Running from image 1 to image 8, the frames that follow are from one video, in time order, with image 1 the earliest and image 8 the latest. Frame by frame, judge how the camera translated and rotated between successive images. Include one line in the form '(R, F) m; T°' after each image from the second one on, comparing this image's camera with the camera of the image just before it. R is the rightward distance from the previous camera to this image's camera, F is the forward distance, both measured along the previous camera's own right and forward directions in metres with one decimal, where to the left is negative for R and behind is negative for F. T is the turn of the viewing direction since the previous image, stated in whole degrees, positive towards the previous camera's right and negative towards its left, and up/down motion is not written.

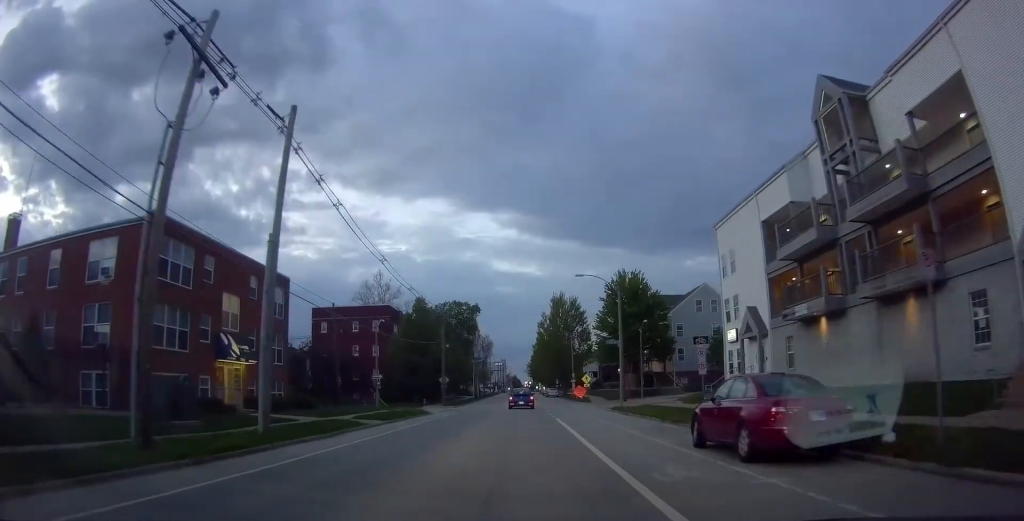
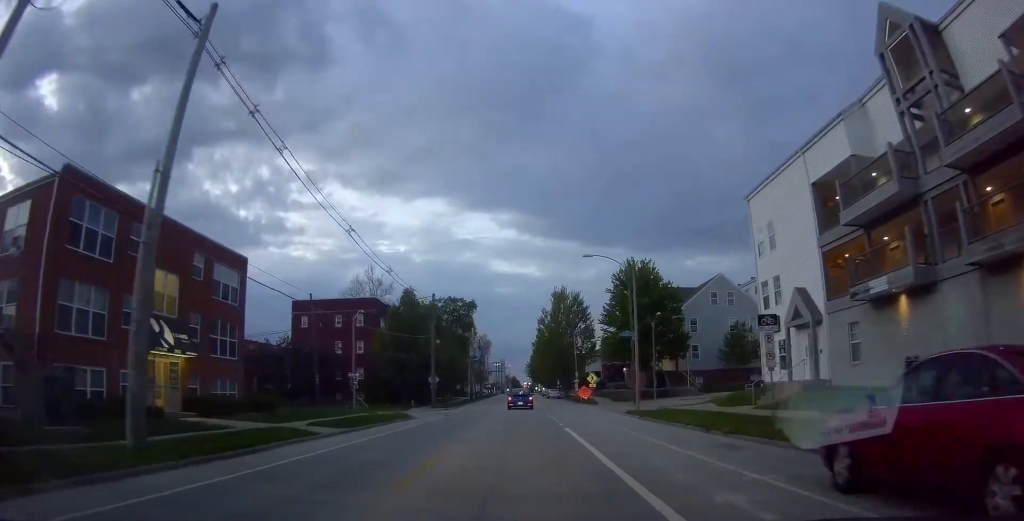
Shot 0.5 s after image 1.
(0.0, +6.4) m; 0°
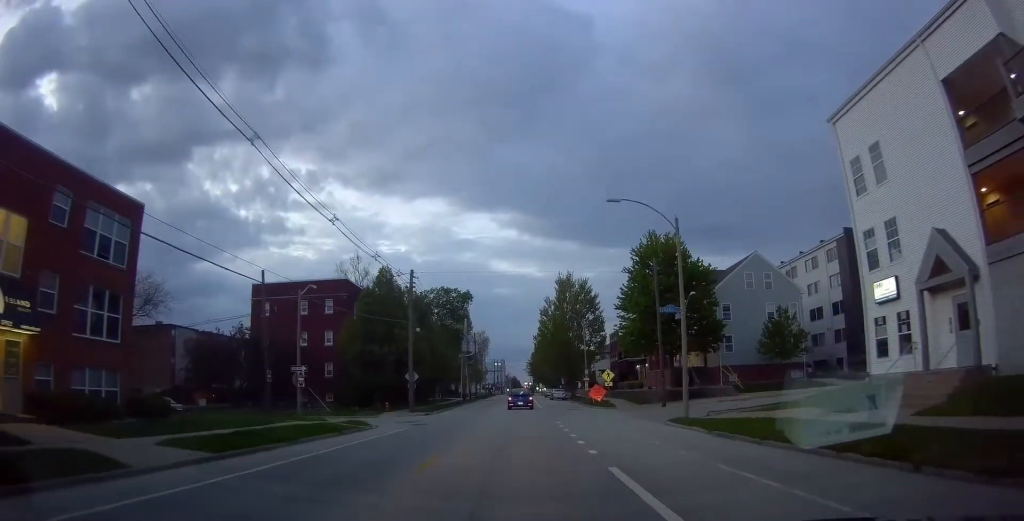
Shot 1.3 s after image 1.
(0.0, +10.7) m; 0°
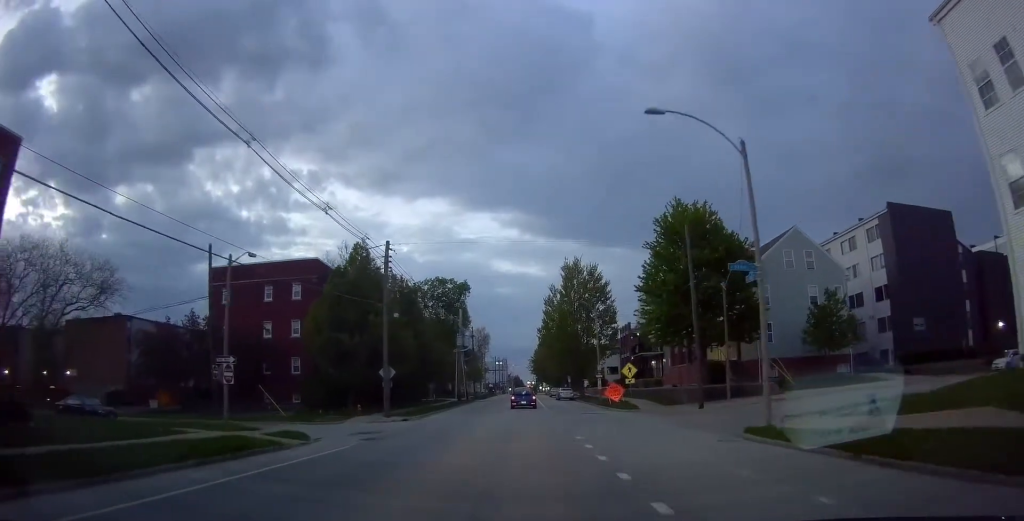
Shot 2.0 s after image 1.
(0.0, +8.6) m; 0°
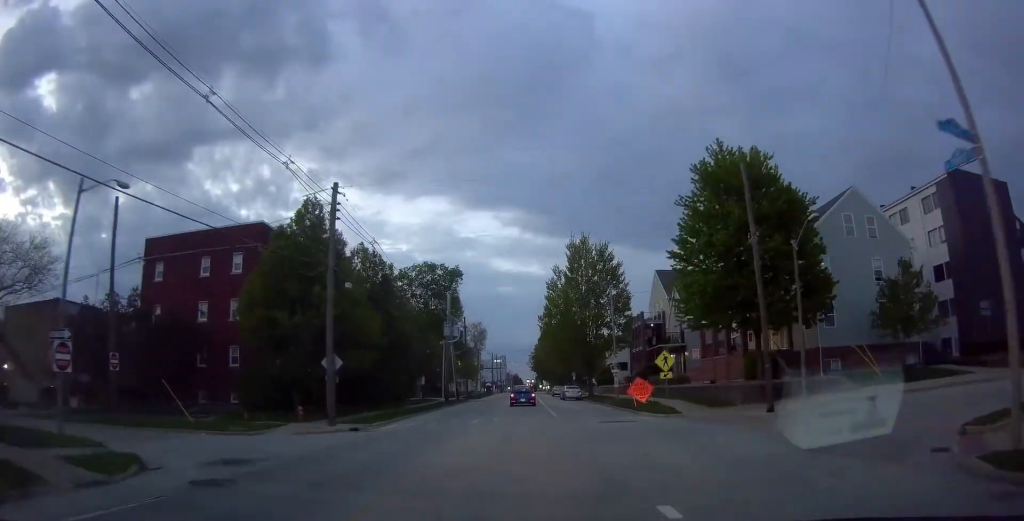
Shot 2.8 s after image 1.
(0.0, +10.3) m; 0°
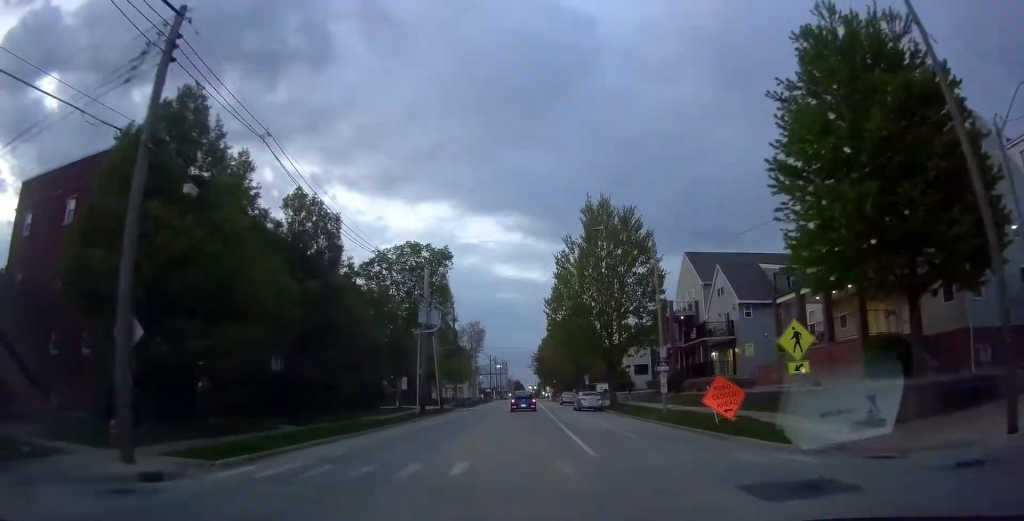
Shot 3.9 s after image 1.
(0.0, +14.5) m; 0°
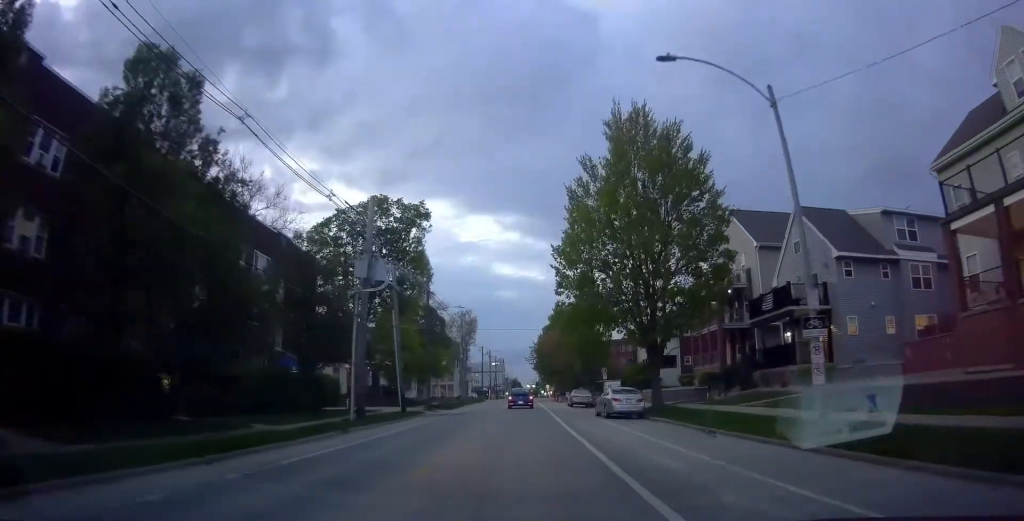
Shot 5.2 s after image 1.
(0.0, +15.8) m; 0°
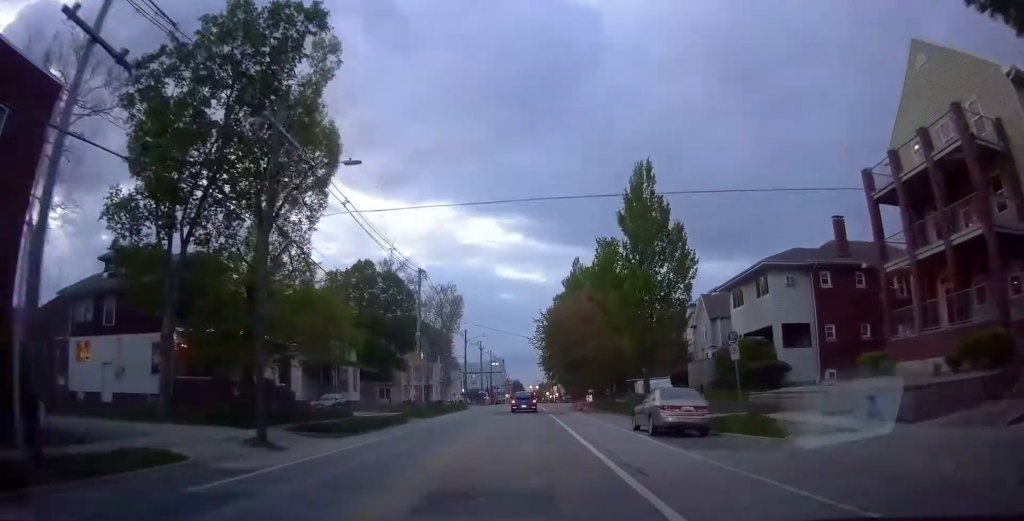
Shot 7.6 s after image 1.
(0.0, +30.6) m; 0°
